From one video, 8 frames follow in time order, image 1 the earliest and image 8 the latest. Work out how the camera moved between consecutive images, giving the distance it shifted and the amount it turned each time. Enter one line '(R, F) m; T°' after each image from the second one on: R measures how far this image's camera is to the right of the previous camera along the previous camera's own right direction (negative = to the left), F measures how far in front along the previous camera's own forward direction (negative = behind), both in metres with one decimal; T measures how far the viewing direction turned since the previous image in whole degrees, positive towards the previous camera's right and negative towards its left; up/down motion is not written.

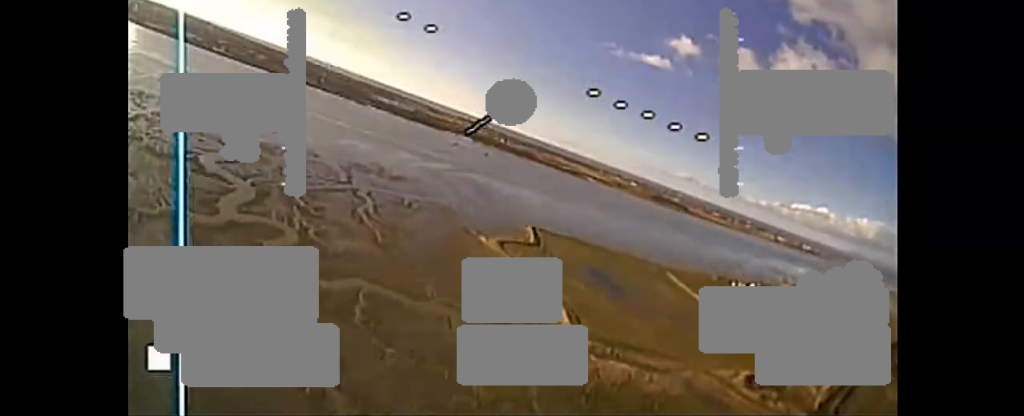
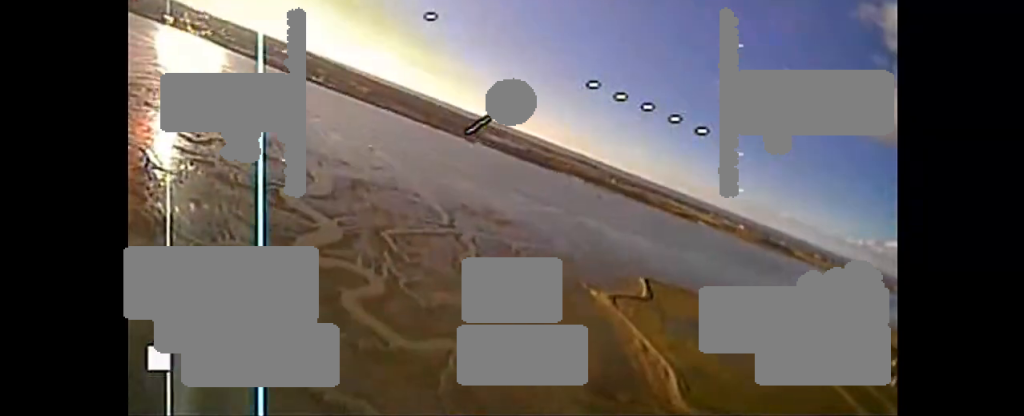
(-2.6, +23.3) m; -10°
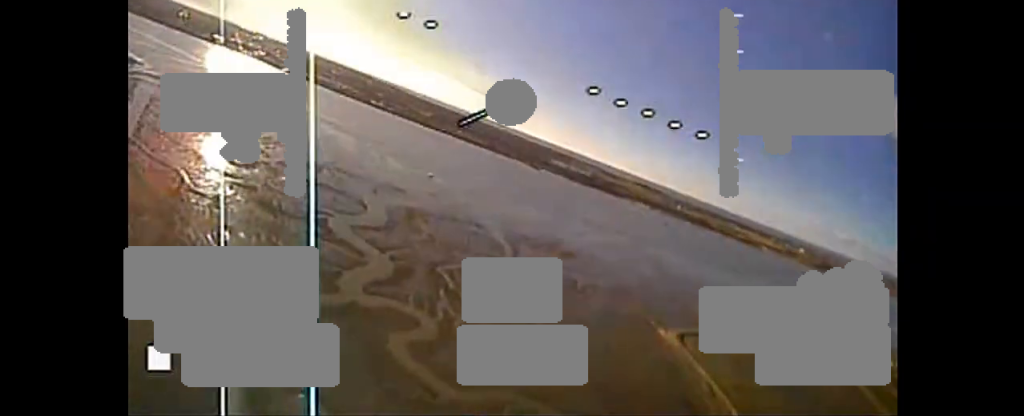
(-0.7, +18.1) m; -6°
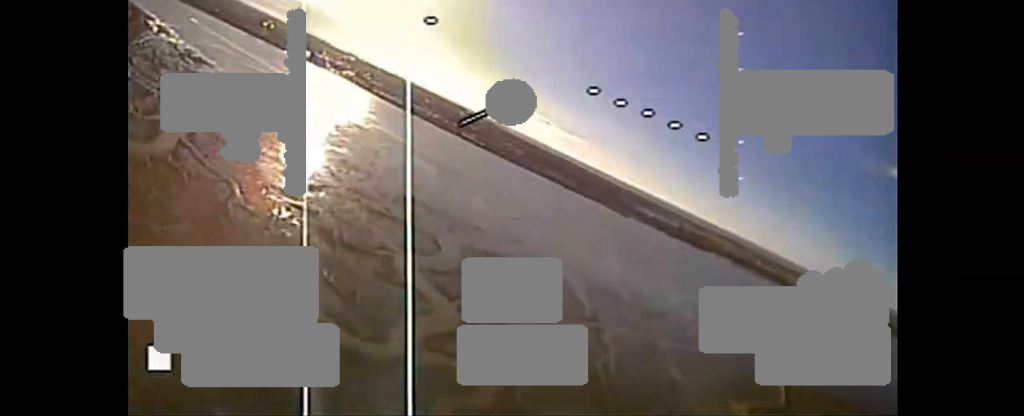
(-1.8, +23.3) m; -12°
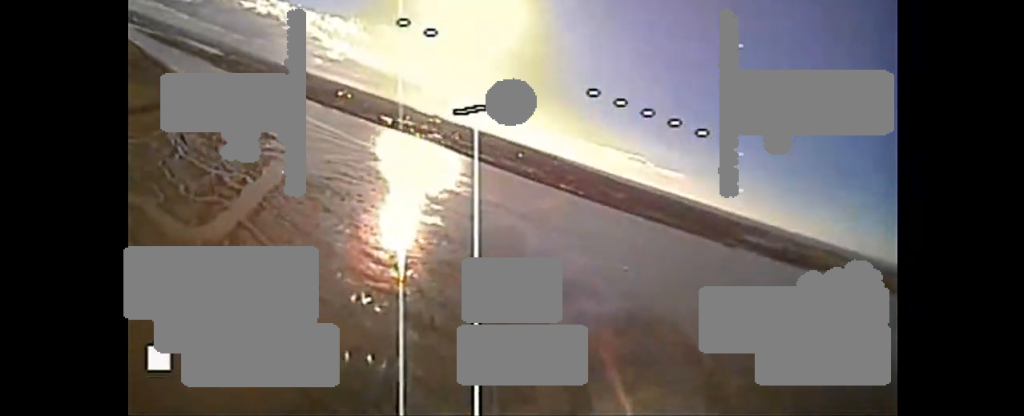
(-3.8, +27.2) m; -15°
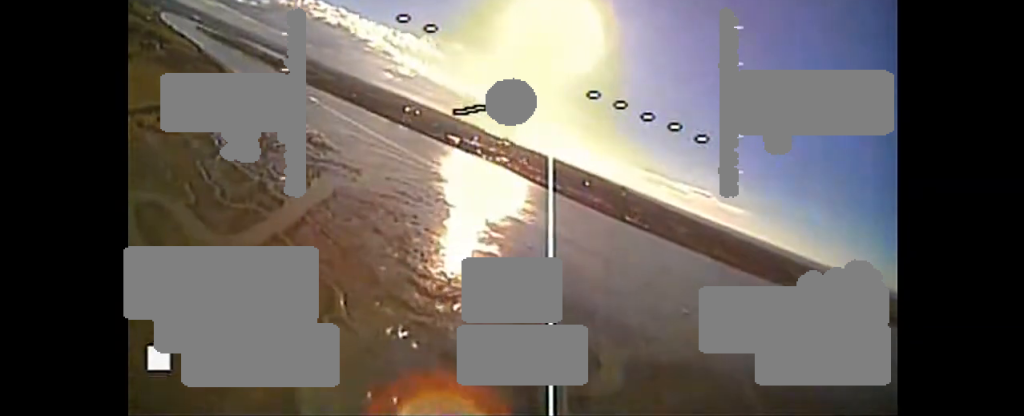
(-1.6, +19.3) m; -9°
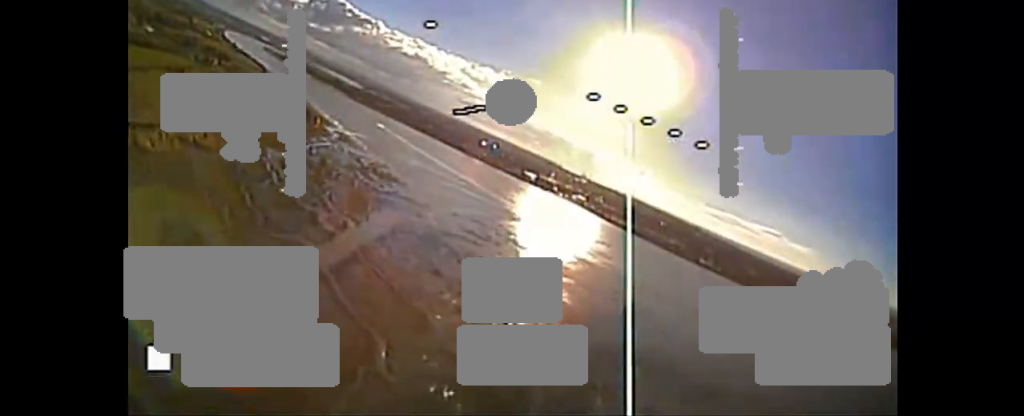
(-2.2, +23.6) m; -10°
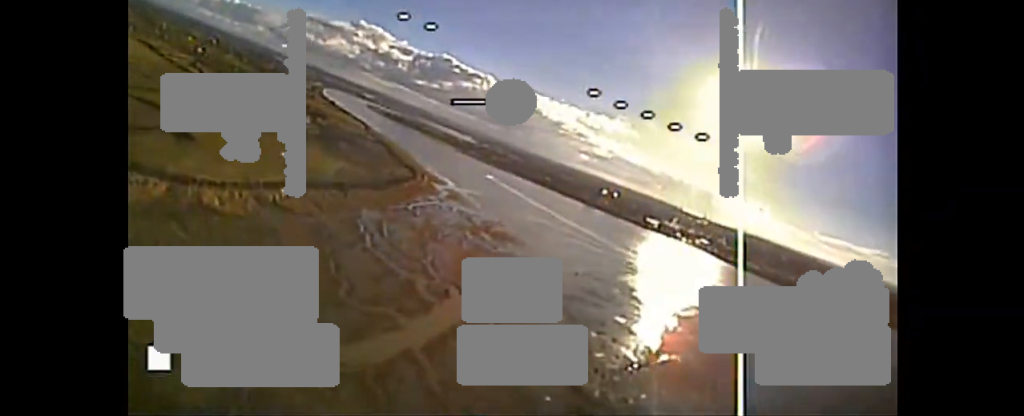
(-3.6, +32.2) m; -13°
